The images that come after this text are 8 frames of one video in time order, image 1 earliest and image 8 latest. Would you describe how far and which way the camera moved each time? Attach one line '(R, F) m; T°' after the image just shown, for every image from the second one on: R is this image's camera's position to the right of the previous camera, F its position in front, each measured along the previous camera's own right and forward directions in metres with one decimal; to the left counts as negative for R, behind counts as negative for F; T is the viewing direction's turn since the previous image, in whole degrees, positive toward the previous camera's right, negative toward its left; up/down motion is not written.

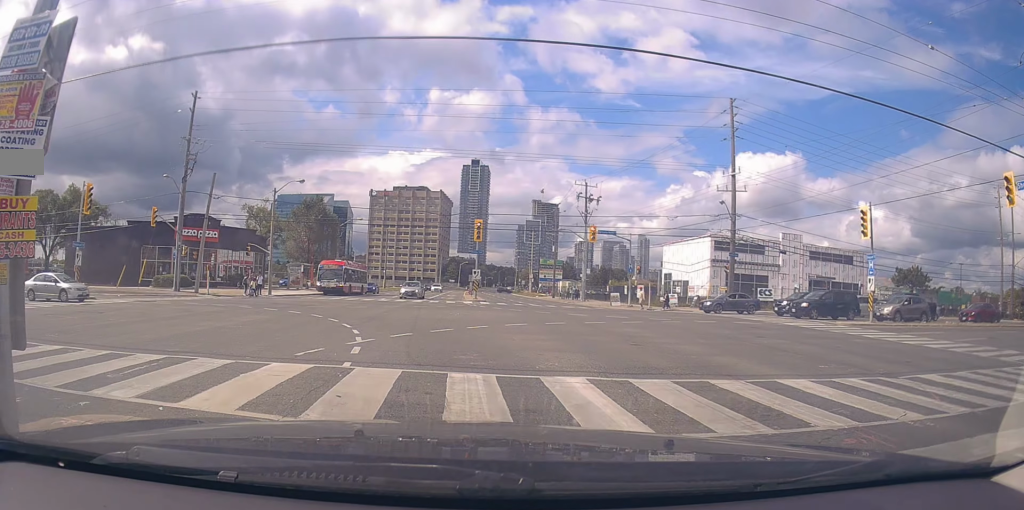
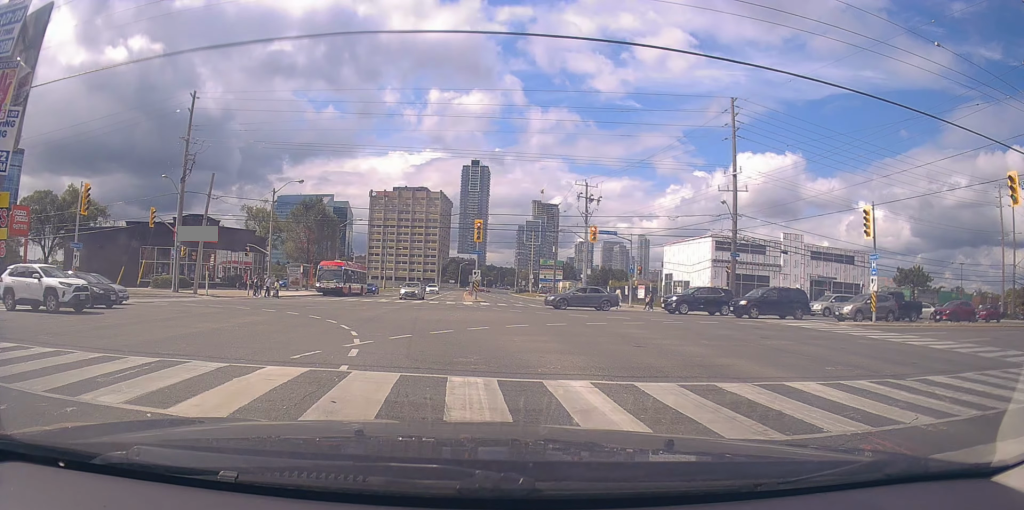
(+0.1, +0.4) m; 0°
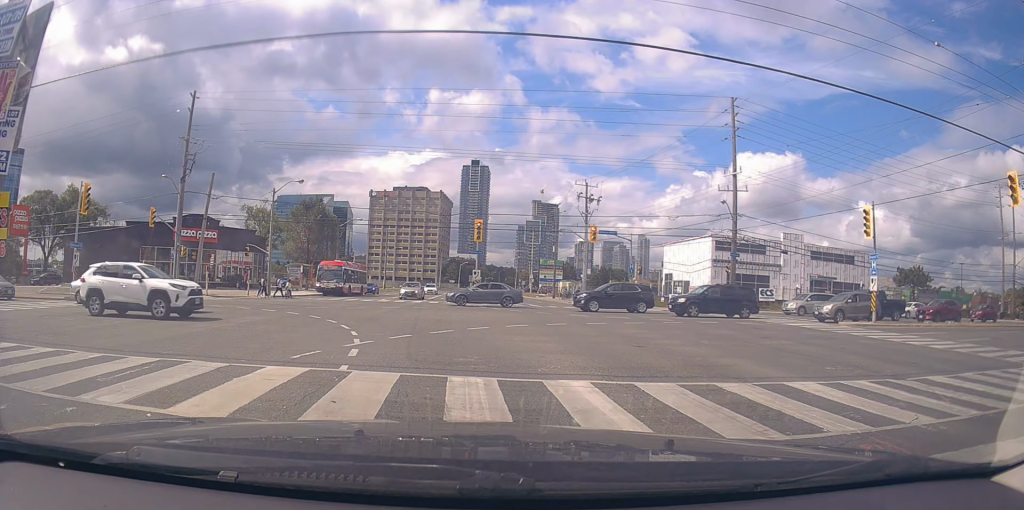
(0.0, 0.0) m; 0°
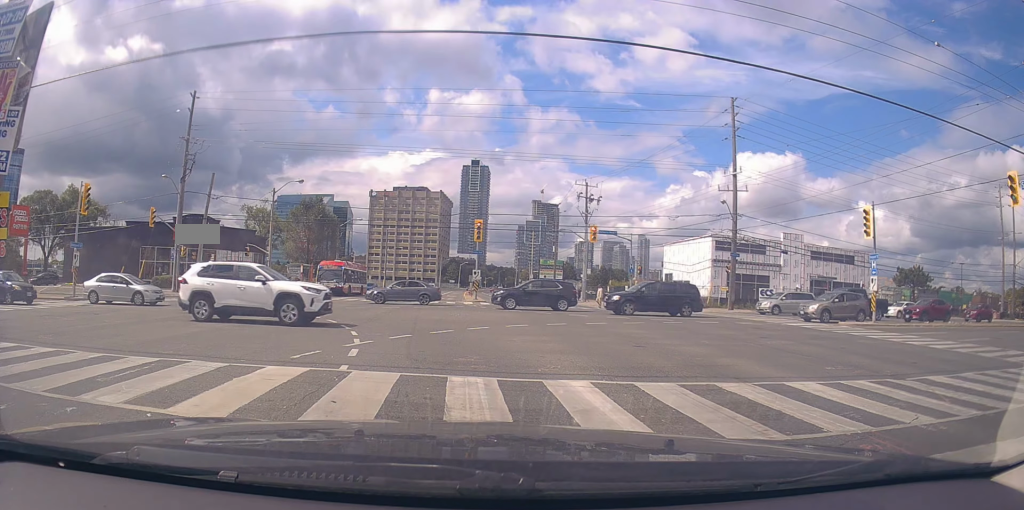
(0.0, 0.0) m; 0°
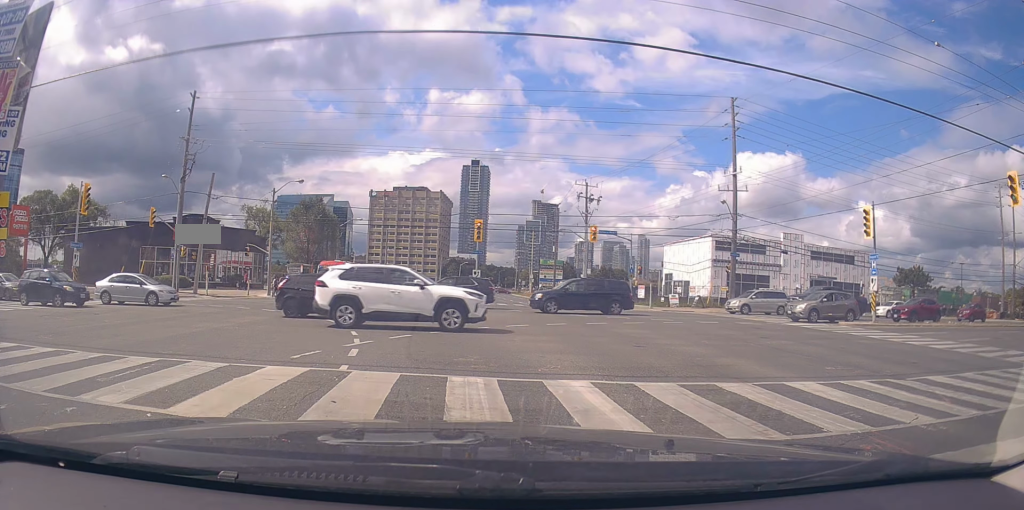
(0.0, 0.0) m; 0°
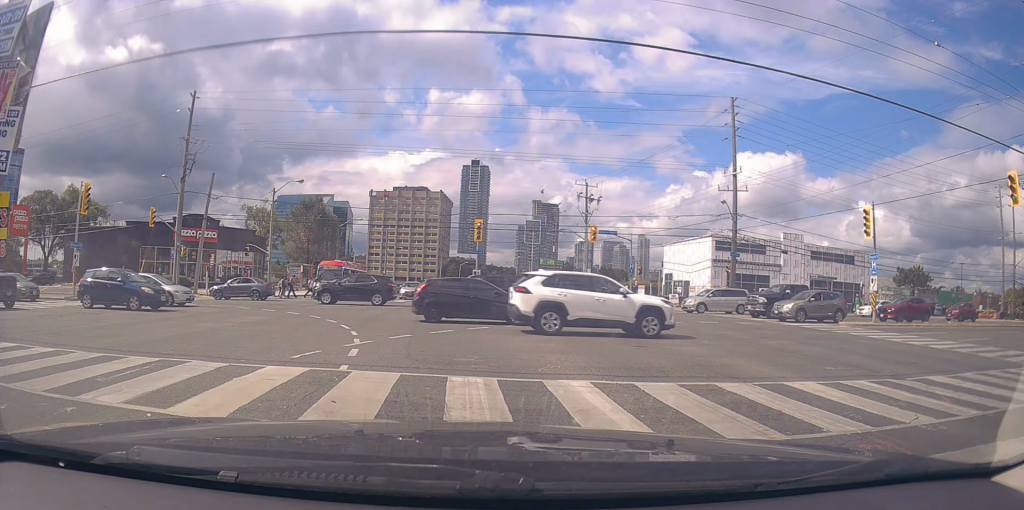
(0.0, 0.0) m; 0°
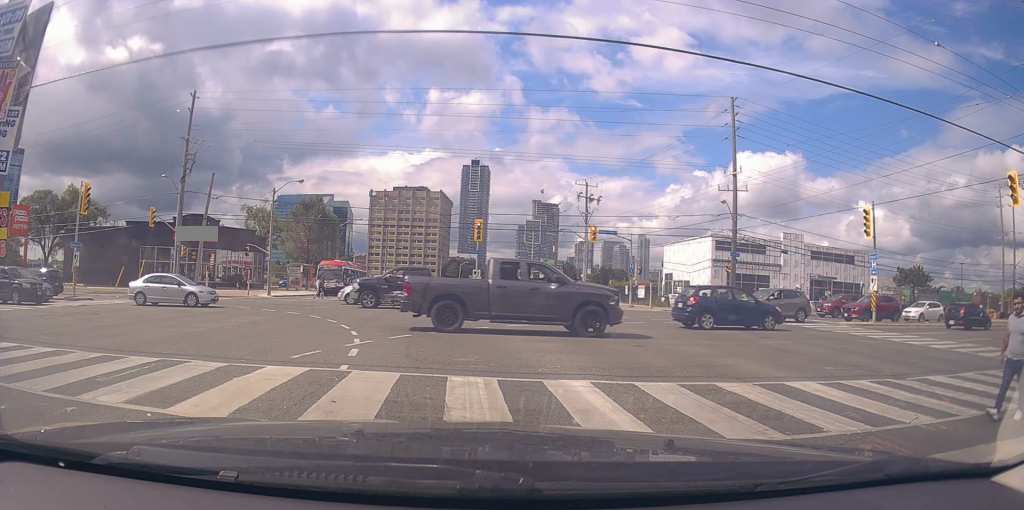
(0.0, 0.0) m; 0°
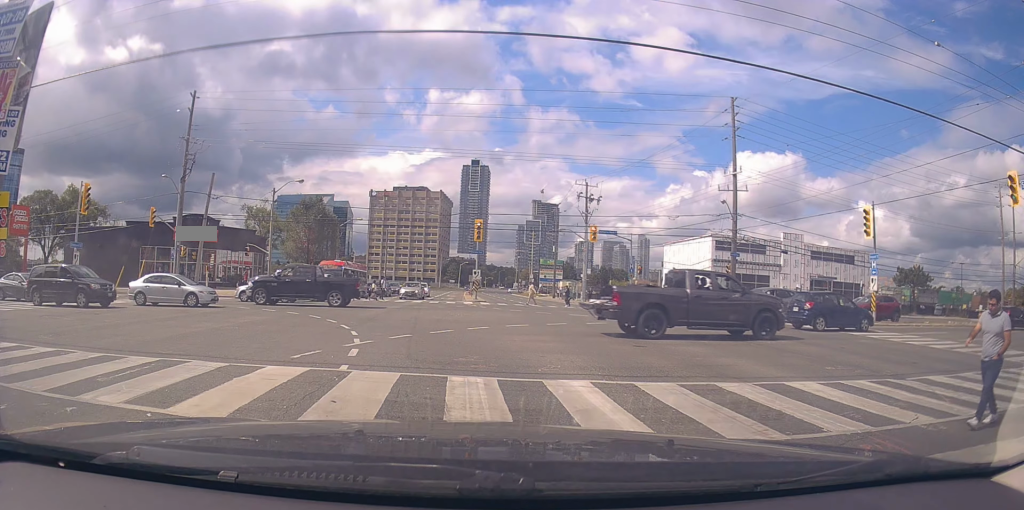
(0.0, 0.0) m; 0°
